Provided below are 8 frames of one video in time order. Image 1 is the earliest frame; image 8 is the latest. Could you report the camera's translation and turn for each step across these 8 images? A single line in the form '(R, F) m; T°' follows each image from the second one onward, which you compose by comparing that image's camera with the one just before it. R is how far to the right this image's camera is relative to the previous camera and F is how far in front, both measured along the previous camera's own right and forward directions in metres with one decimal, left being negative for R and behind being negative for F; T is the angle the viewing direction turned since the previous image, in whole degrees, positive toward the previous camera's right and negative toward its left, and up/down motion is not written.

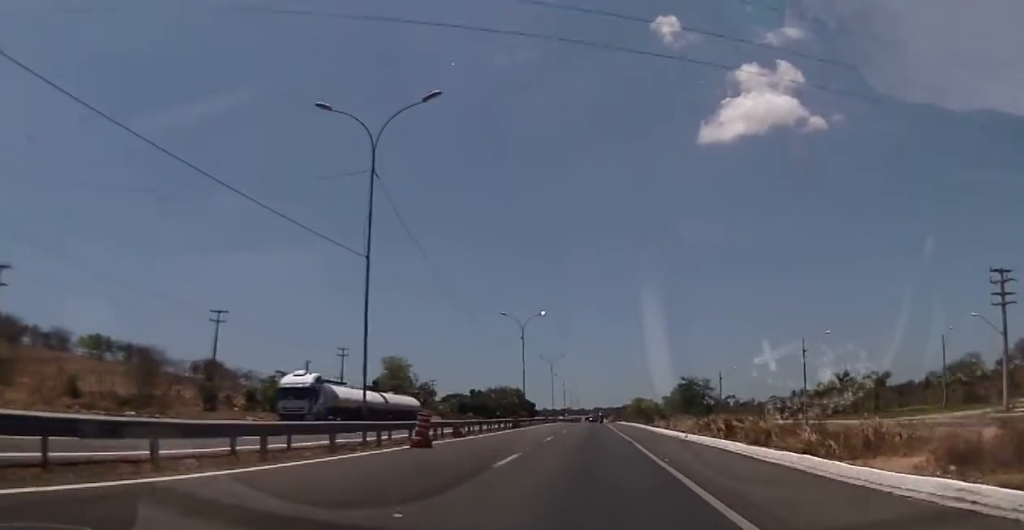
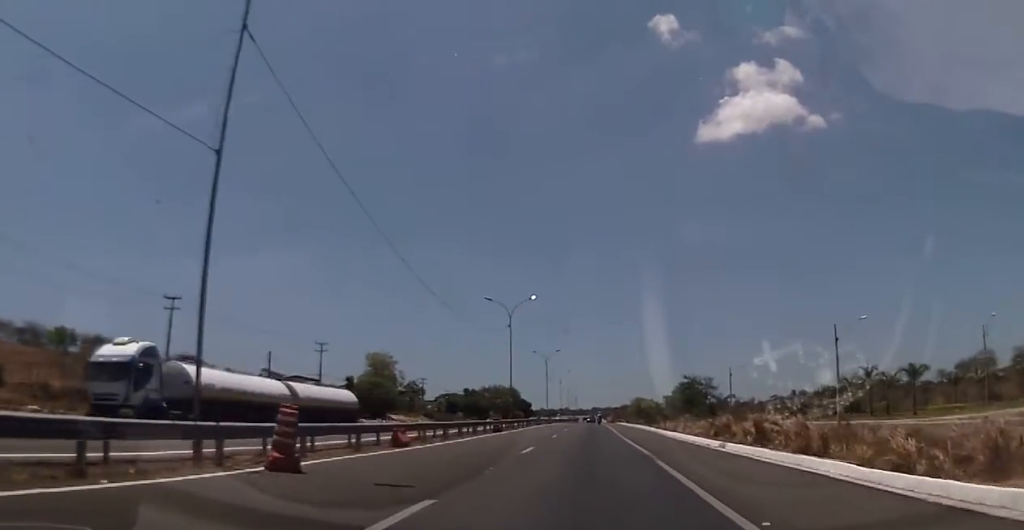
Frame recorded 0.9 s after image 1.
(-0.1, +9.6) m; -1°
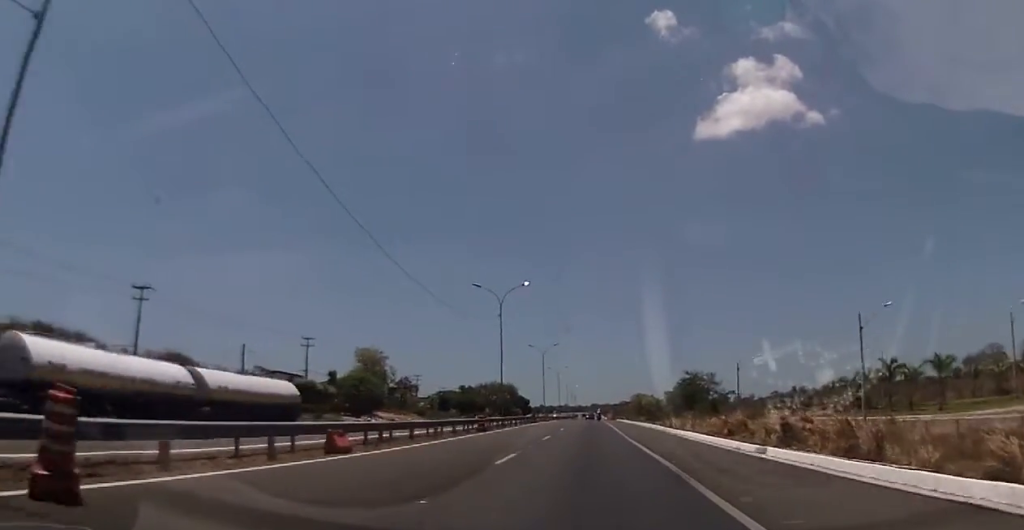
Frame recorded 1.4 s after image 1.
(0.0, +5.7) m; 0°
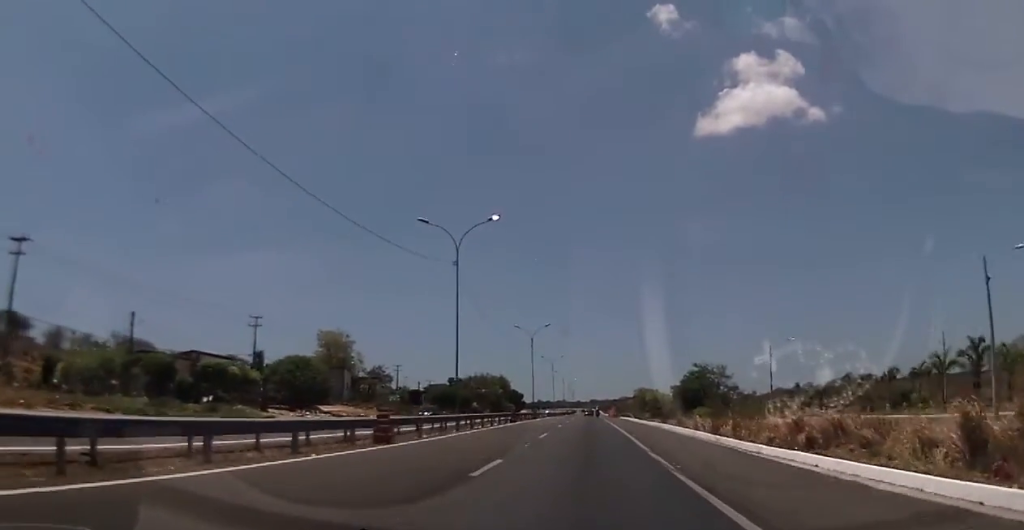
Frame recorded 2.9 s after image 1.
(+0.6, +18.2) m; +3°
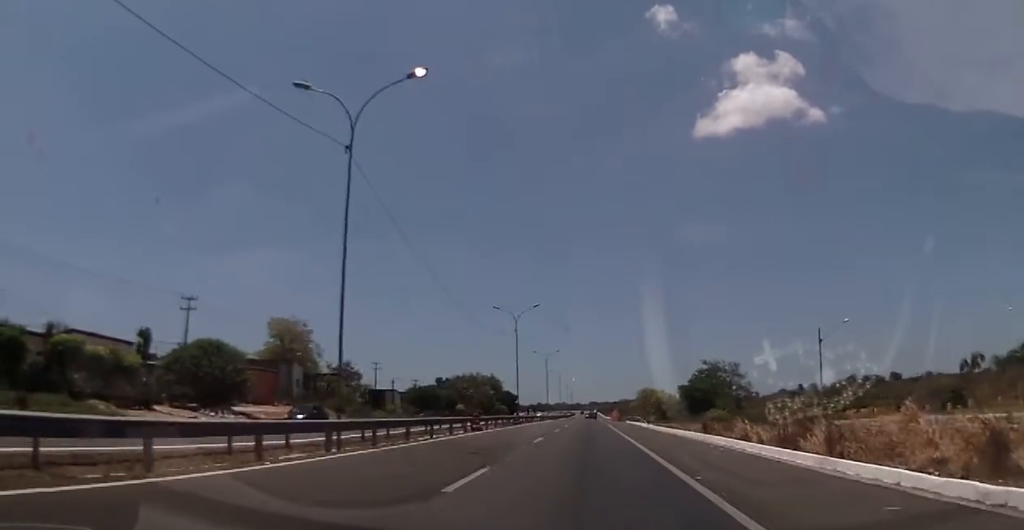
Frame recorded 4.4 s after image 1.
(-0.3, +17.5) m; -2°
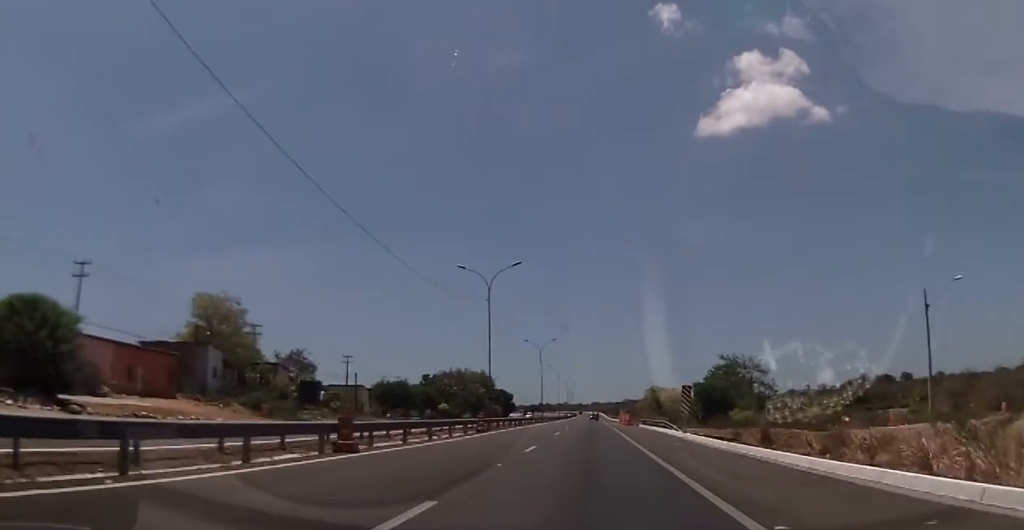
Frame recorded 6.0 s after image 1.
(+0.1, +20.5) m; 0°
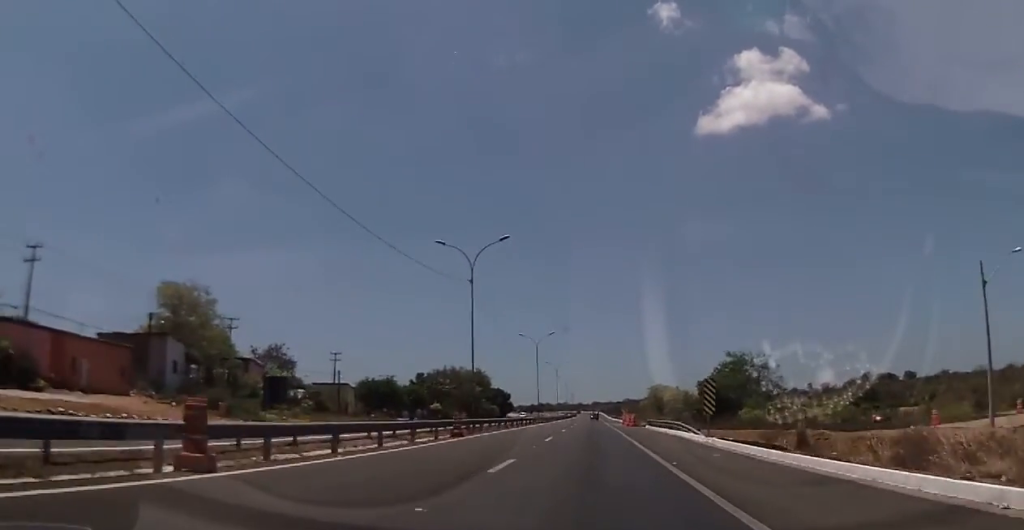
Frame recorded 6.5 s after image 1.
(0.0, +7.0) m; 0°
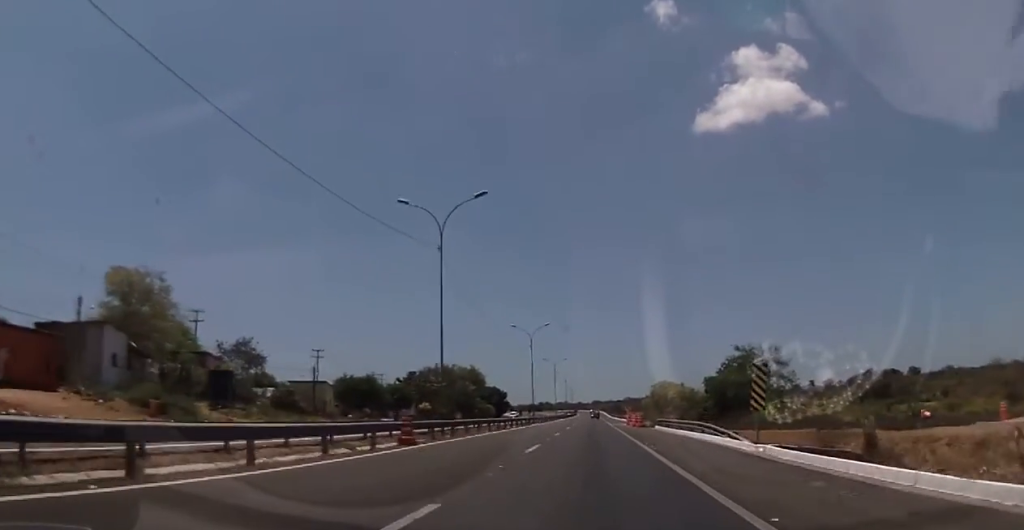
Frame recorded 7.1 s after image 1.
(0.0, +8.4) m; +2°
